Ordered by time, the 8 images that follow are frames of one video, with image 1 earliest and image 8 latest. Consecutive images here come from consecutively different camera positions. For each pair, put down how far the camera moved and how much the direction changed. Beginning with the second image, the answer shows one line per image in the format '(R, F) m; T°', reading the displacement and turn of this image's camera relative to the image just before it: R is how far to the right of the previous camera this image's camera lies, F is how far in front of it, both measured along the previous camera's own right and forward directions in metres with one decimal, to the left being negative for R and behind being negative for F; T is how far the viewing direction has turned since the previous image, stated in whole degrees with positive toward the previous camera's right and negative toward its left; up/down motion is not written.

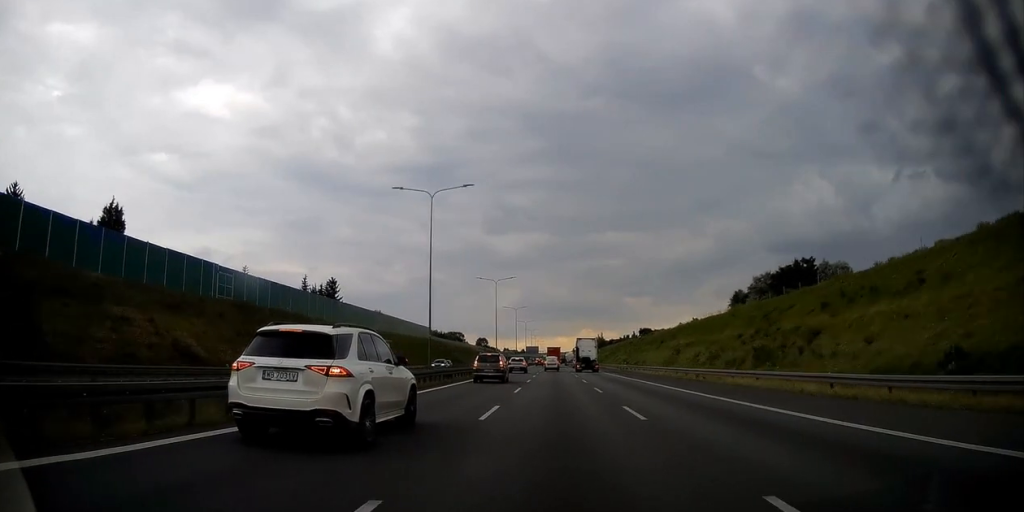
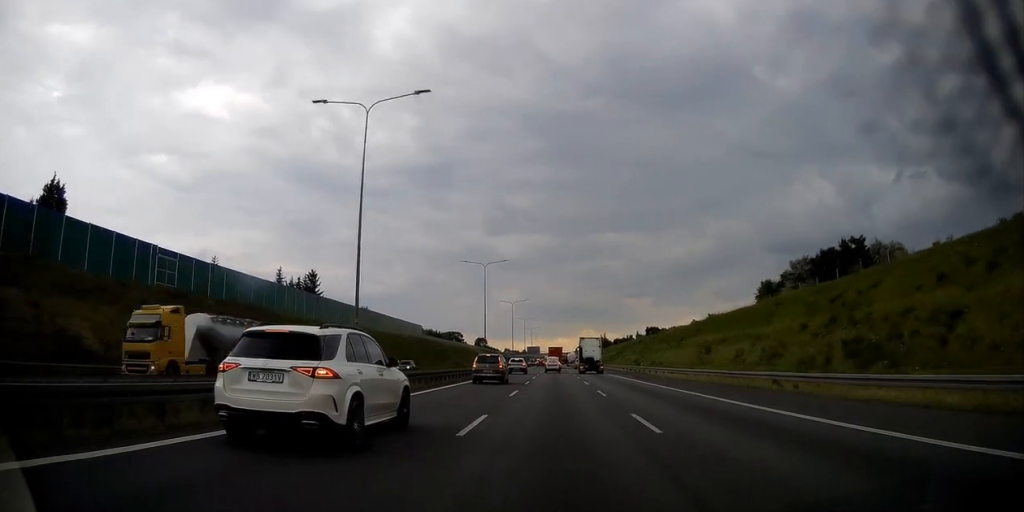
(0.0, +14.1) m; 0°
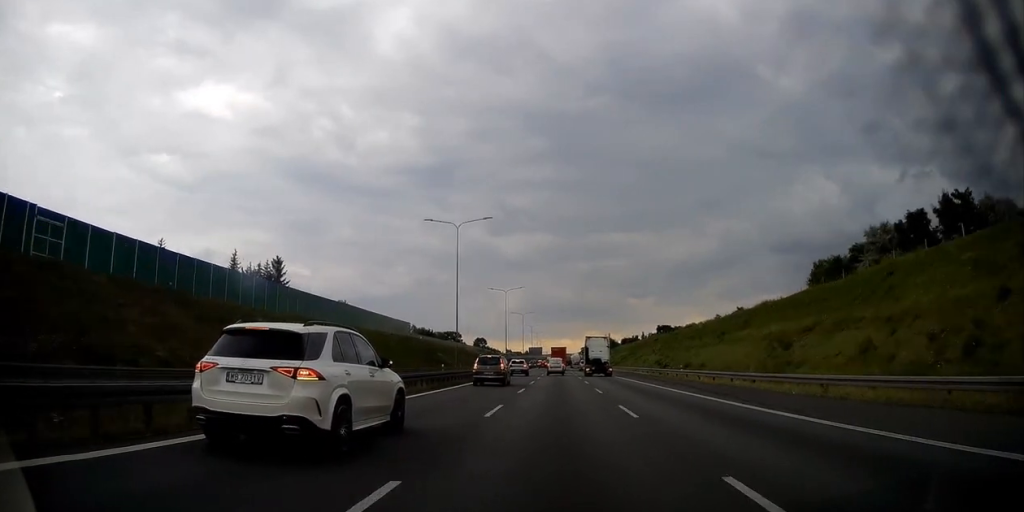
(0.0, +19.9) m; 0°
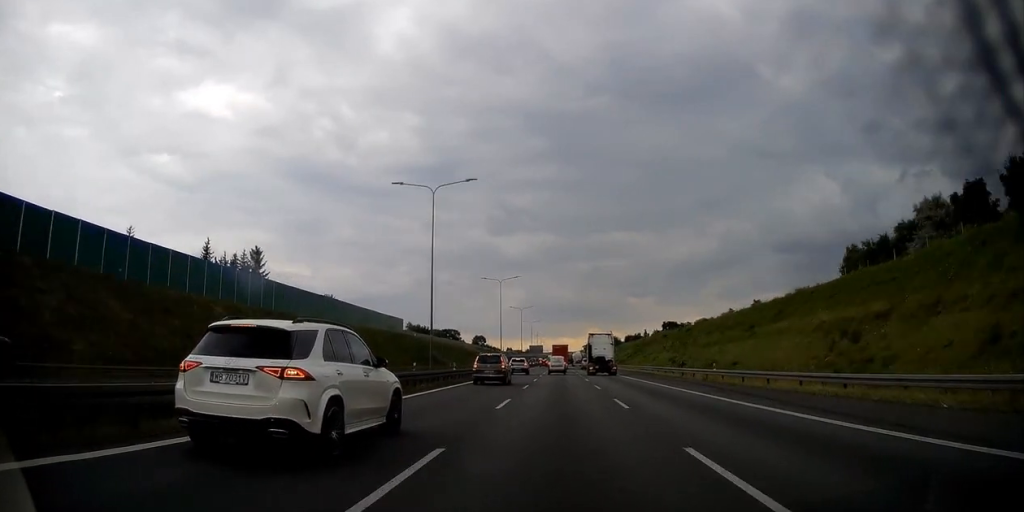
(0.0, +9.4) m; 0°
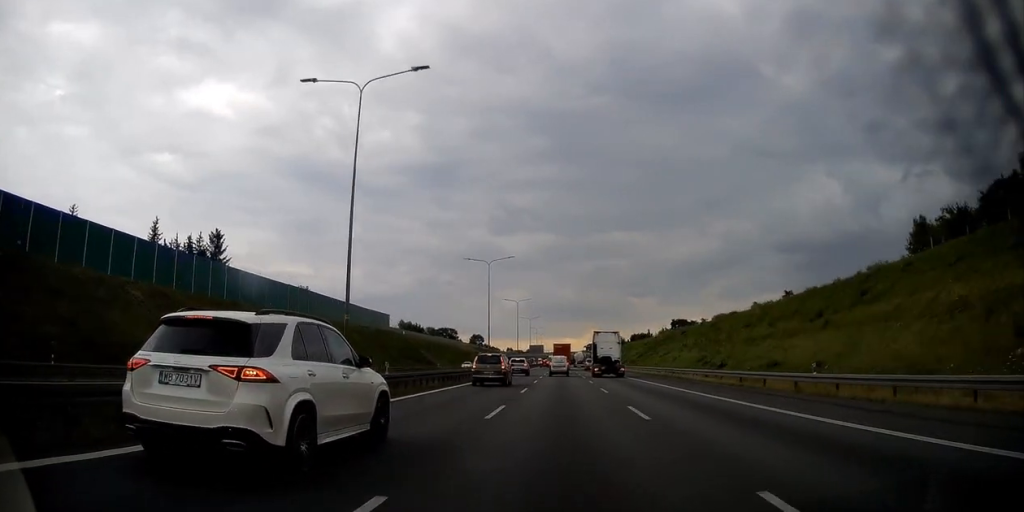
(+0.1, +14.0) m; 0°
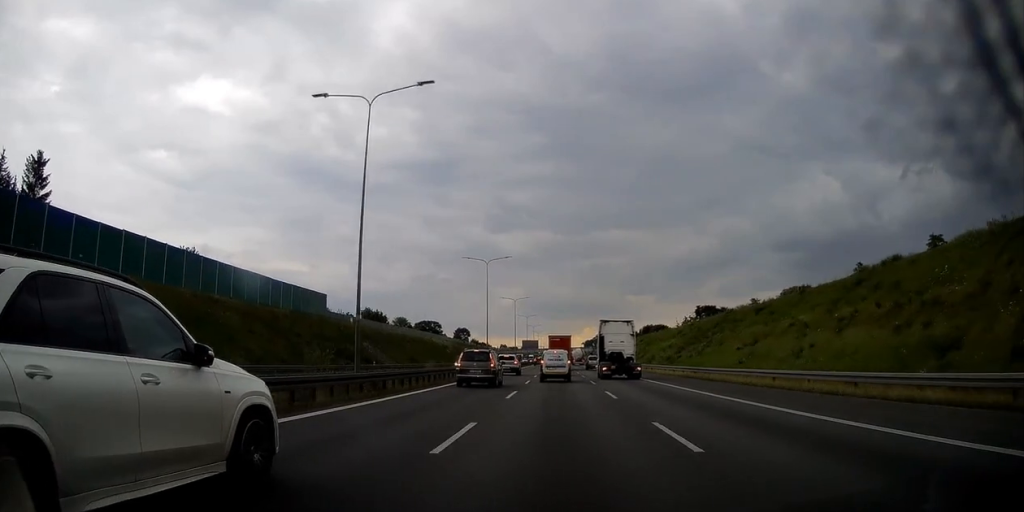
(-0.2, +37.3) m; -1°
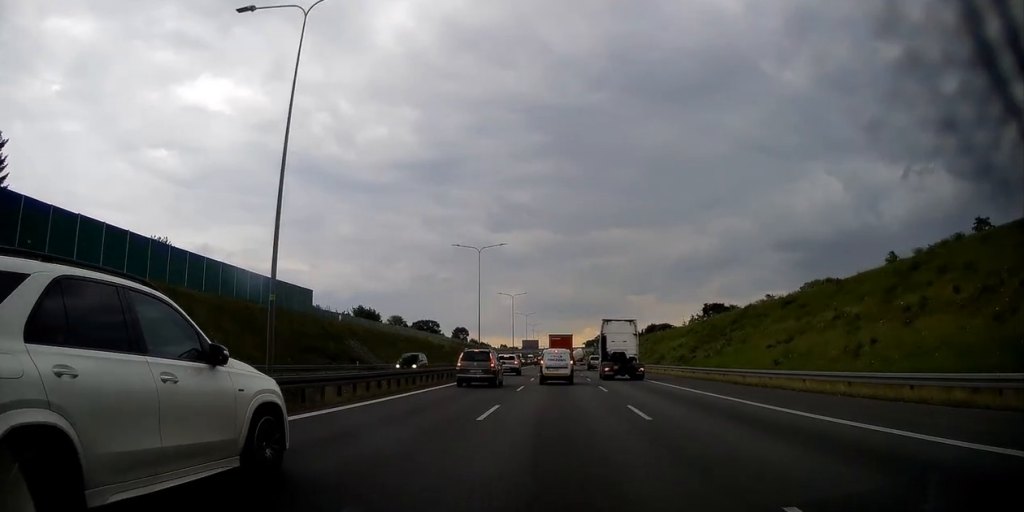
(0.0, +6.6) m; 0°
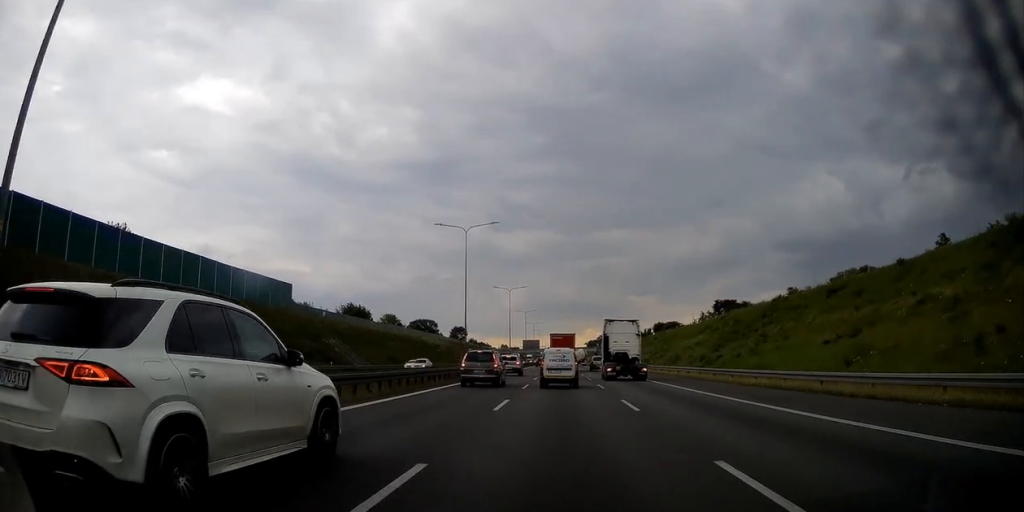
(0.0, +9.2) m; 0°
